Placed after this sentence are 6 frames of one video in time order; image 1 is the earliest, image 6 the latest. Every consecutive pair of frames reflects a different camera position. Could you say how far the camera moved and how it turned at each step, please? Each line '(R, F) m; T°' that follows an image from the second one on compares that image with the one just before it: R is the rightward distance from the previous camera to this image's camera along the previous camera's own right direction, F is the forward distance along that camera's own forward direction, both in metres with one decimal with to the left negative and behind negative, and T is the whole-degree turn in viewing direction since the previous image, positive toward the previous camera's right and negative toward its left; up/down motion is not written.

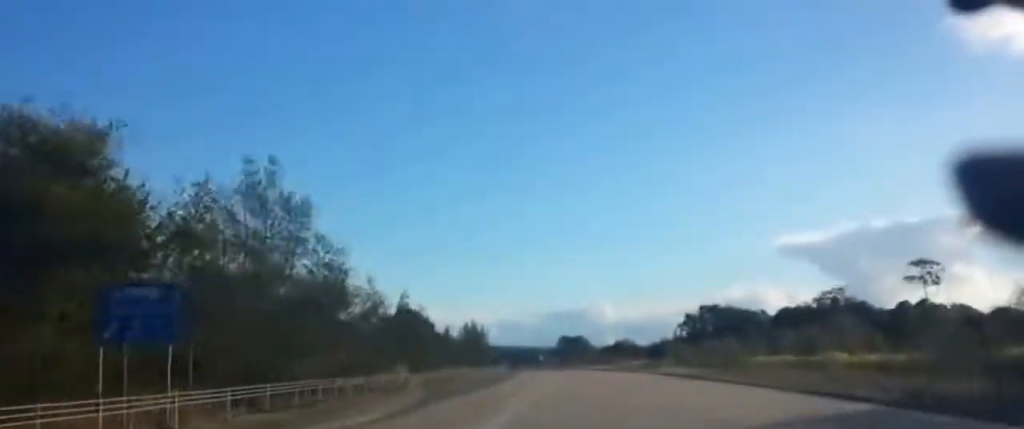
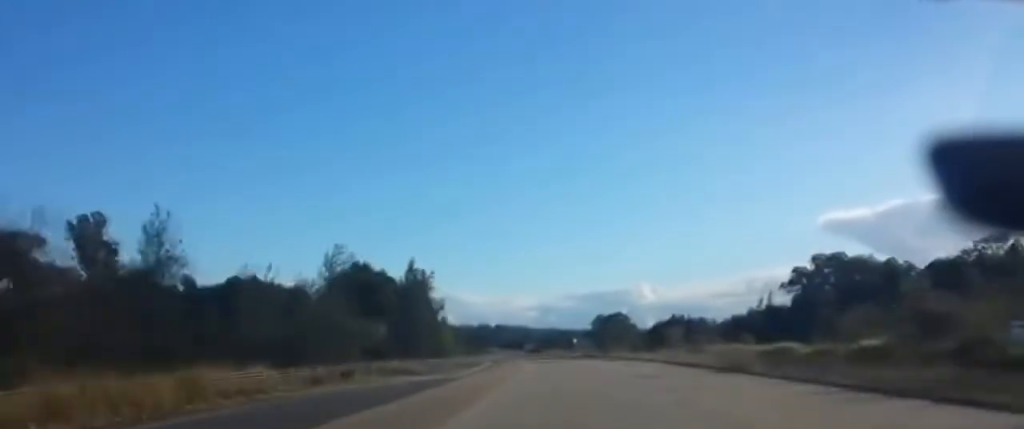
(-2.8, +76.4) m; -3°
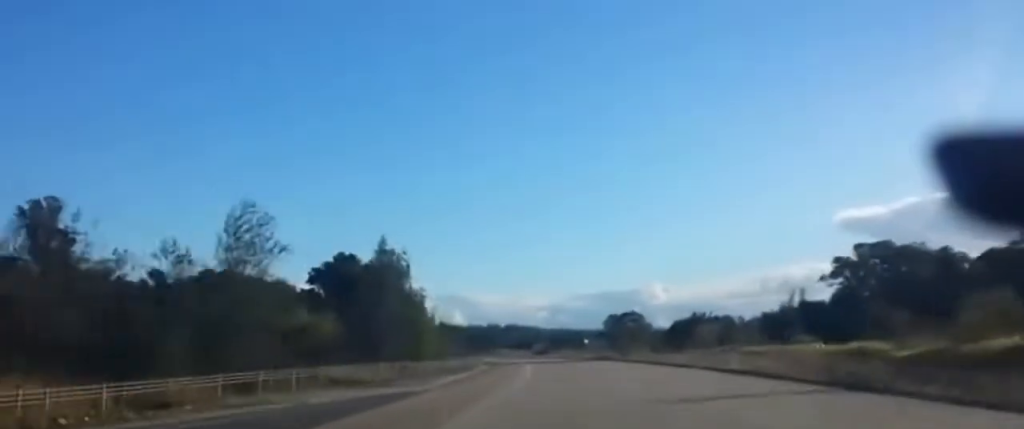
(0.0, +14.5) m; 0°
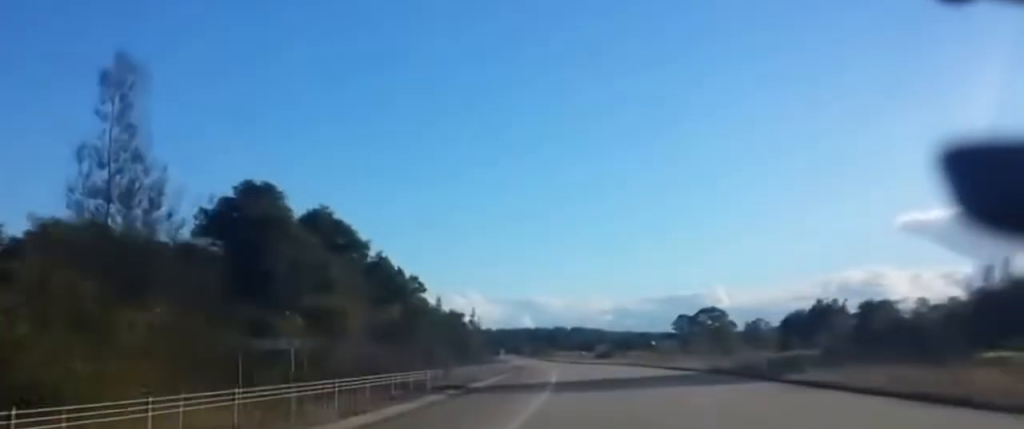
(-1.4, +60.7) m; -3°
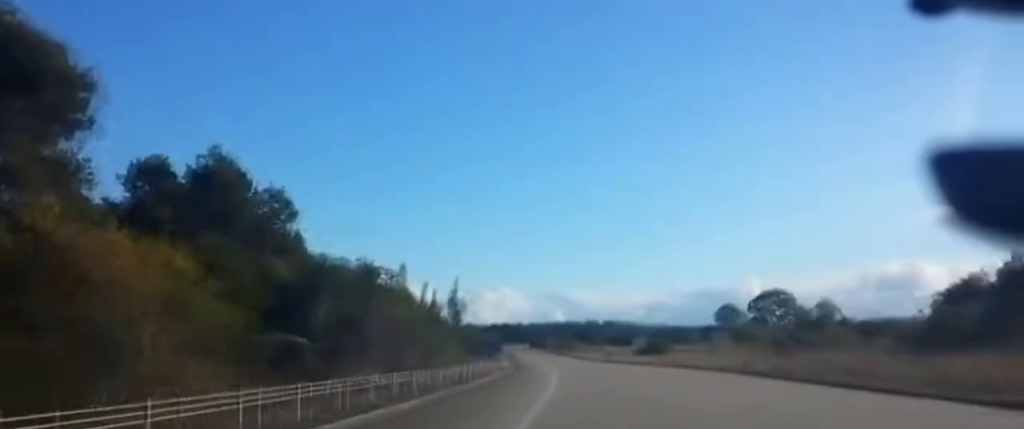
(-1.2, +53.4) m; -2°
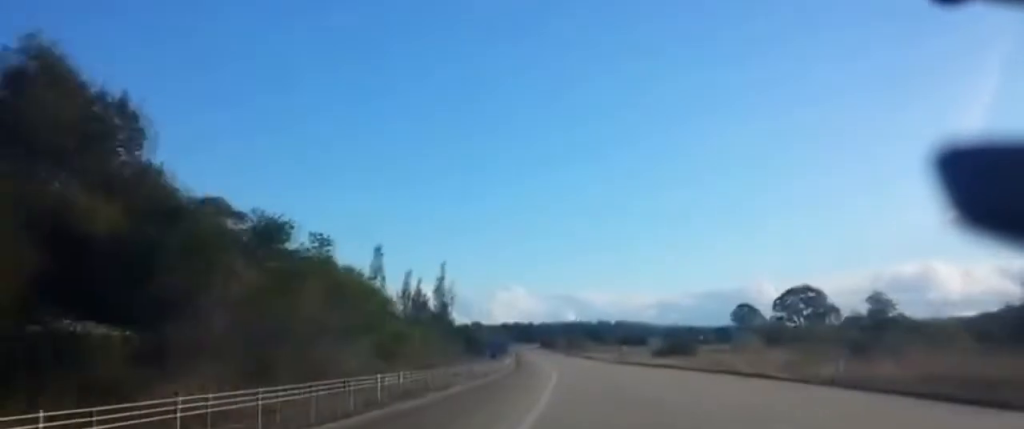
(-0.1, +17.4) m; -1°
